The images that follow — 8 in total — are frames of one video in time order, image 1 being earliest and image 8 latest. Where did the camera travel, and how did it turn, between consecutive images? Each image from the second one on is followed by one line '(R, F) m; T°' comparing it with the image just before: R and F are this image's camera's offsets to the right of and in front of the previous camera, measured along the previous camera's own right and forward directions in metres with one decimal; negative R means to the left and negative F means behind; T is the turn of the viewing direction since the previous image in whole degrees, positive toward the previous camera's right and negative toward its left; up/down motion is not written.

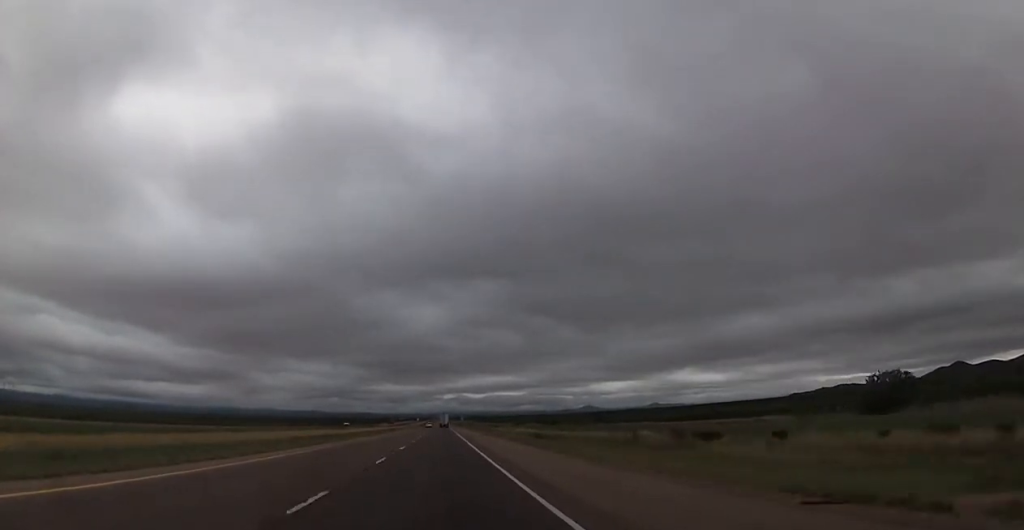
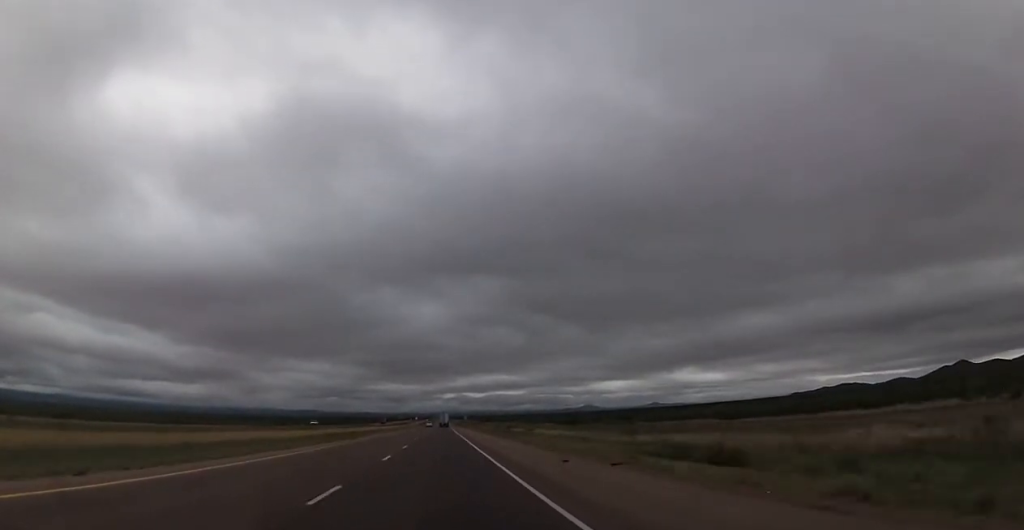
(+0.1, +35.6) m; 0°
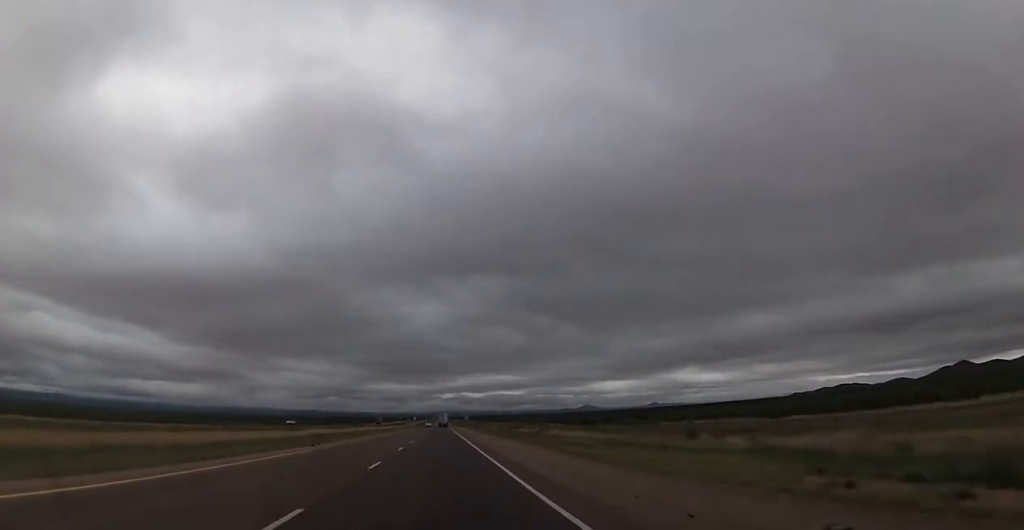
(0.0, +15.9) m; 0°
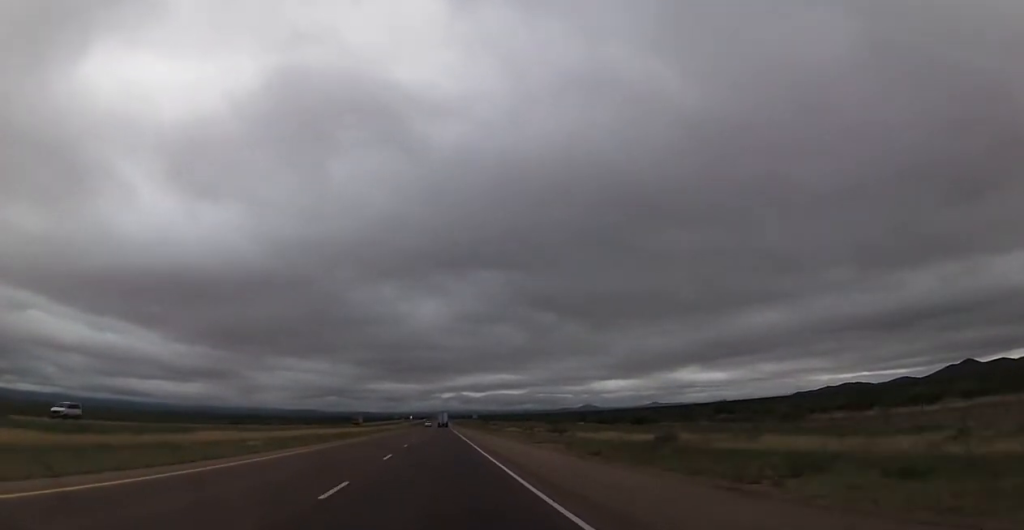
(-0.7, +56.3) m; -1°
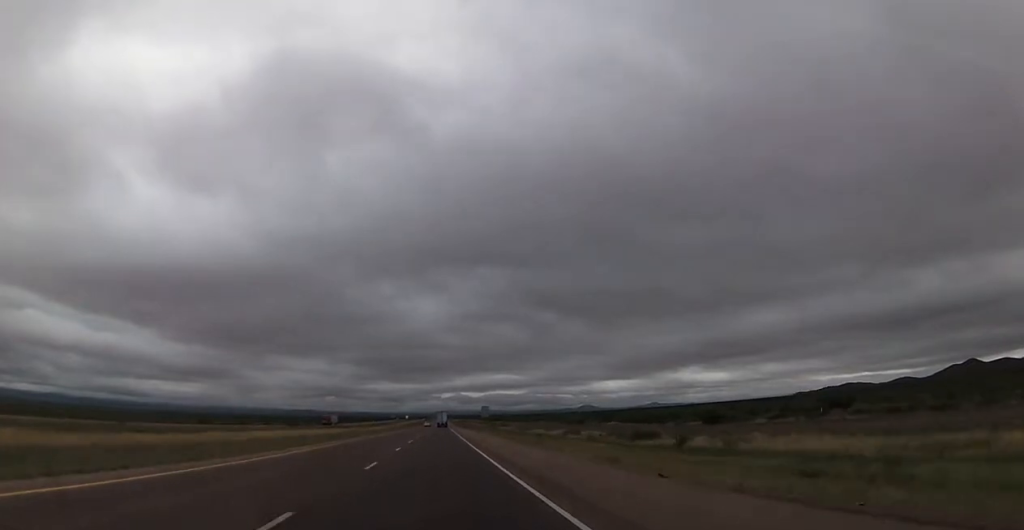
(+0.6, +41.6) m; +1°
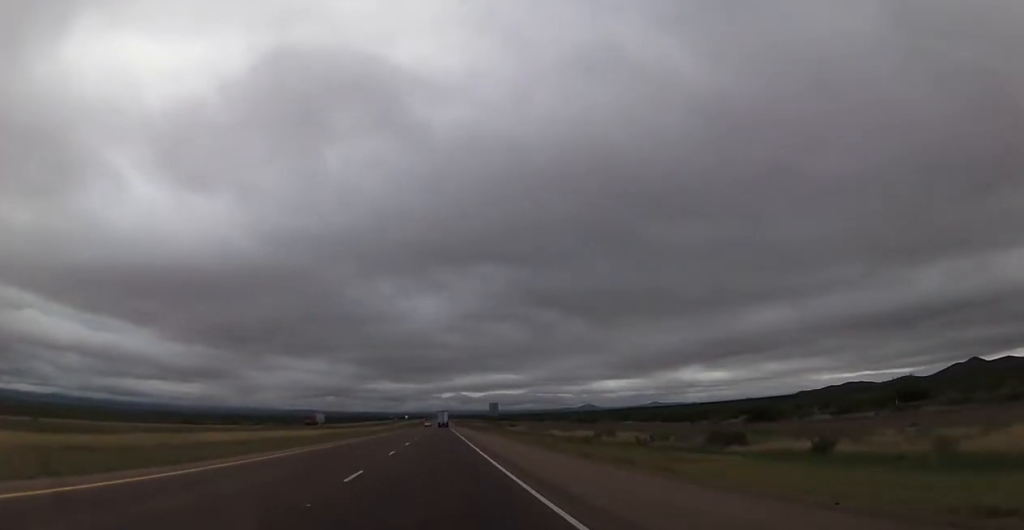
(0.0, +15.9) m; 0°
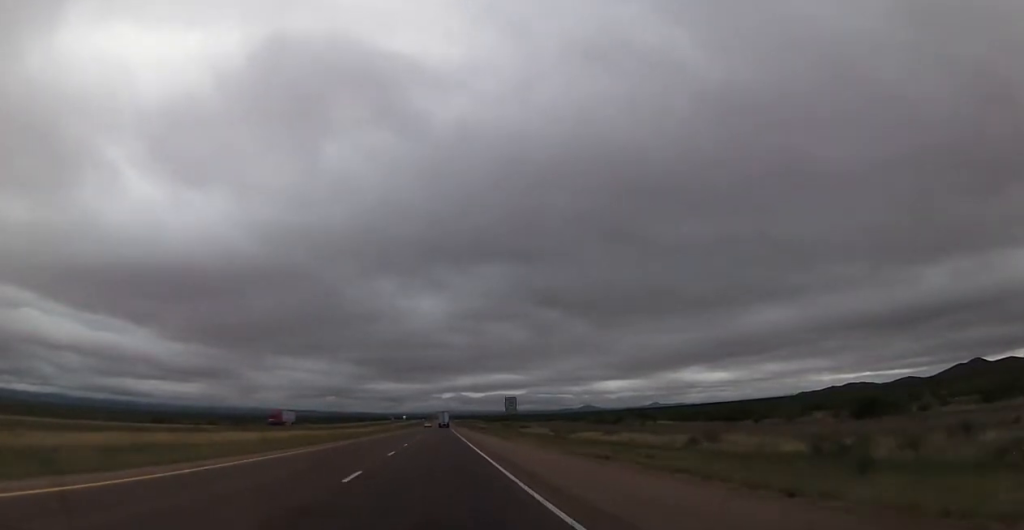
(0.0, +24.5) m; 0°
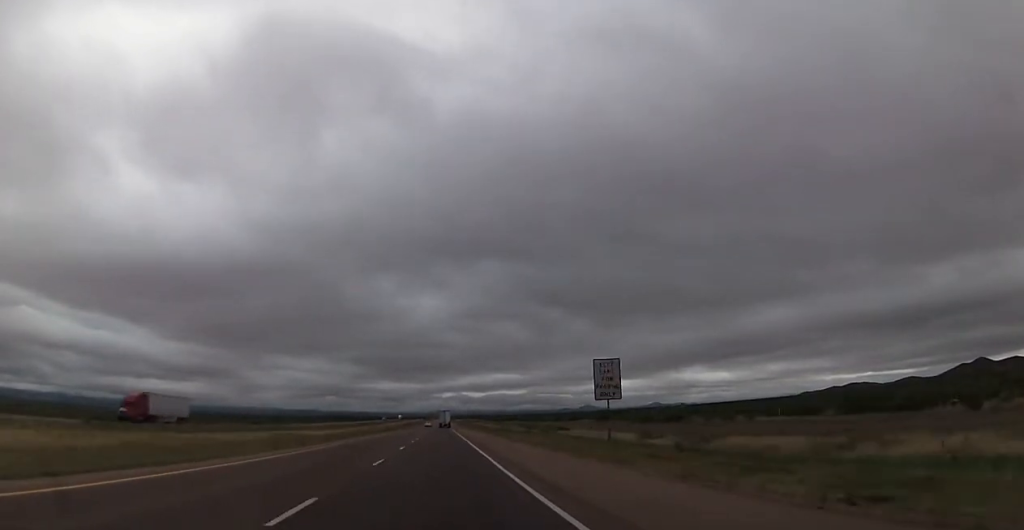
(0.0, +42.8) m; 0°
